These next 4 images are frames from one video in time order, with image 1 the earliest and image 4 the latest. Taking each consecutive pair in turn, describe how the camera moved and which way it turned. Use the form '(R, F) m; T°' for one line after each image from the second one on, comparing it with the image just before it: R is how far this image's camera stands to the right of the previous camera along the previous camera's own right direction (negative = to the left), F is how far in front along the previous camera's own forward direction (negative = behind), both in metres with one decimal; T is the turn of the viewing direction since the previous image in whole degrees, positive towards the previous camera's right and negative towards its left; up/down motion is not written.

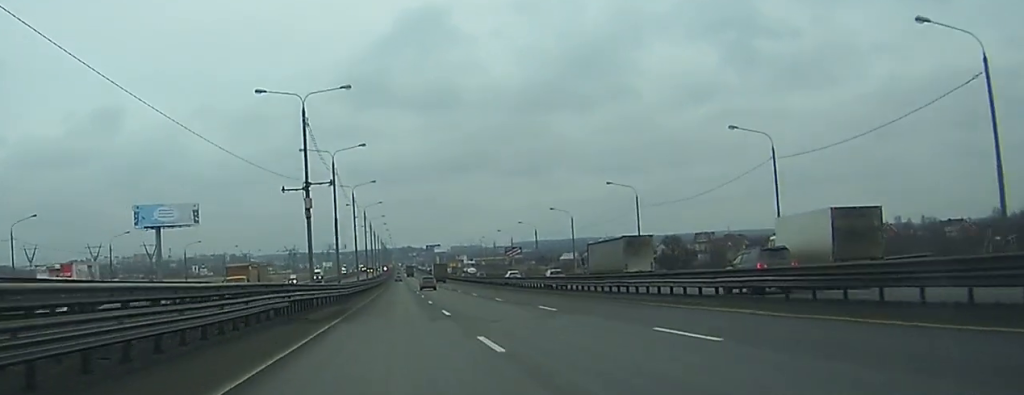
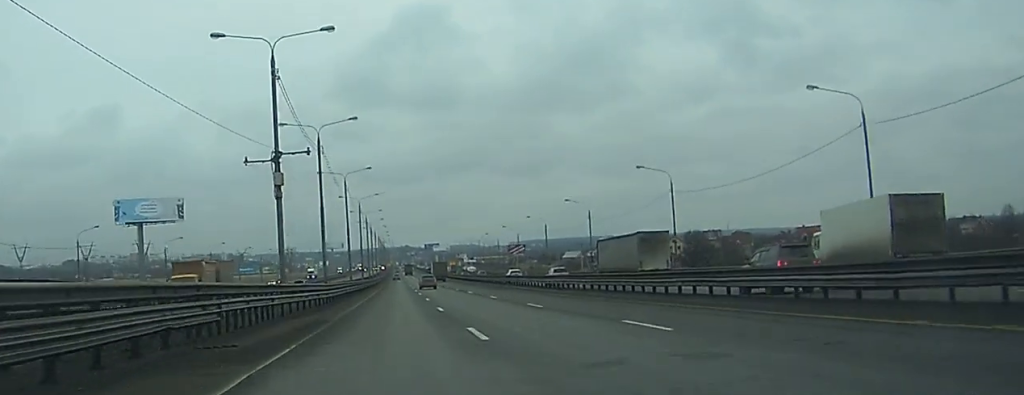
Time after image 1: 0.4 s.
(0.0, +13.5) m; 0°
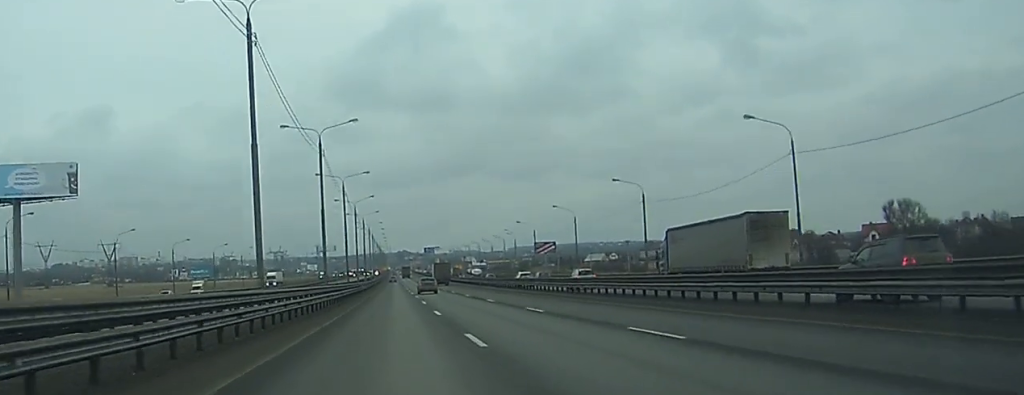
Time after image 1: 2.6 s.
(0.0, +65.2) m; 0°
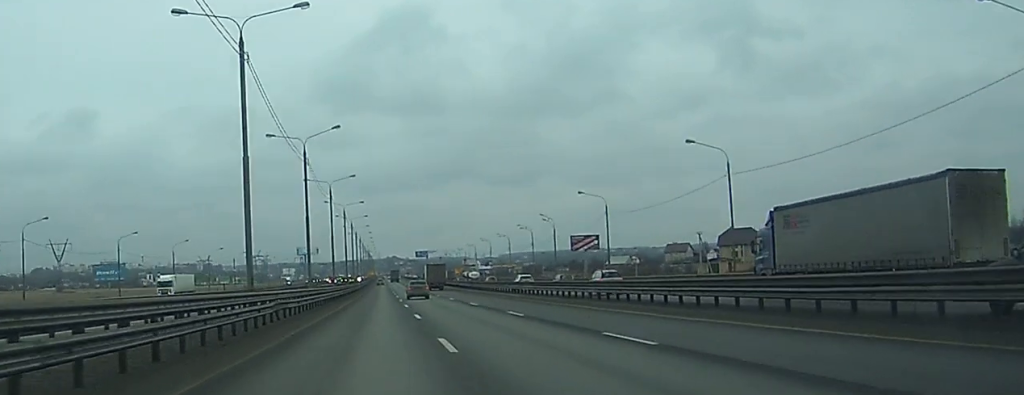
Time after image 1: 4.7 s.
(-0.1, +64.0) m; 0°
